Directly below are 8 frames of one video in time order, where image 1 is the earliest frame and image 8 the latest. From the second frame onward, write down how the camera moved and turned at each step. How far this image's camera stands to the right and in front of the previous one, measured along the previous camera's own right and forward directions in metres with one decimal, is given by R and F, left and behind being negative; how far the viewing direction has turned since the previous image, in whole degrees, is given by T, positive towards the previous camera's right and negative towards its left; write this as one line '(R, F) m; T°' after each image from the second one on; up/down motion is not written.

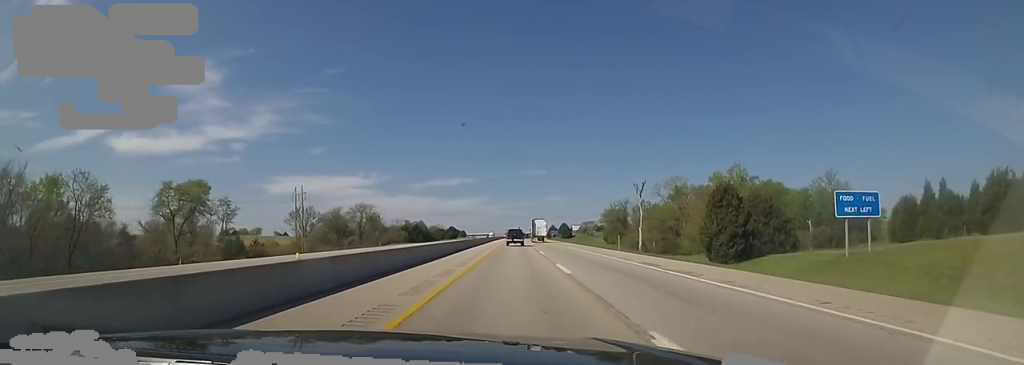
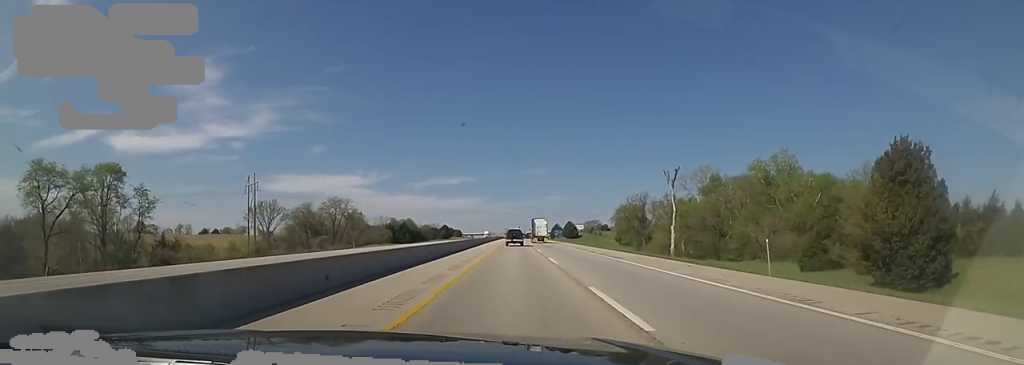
(-0.1, +24.9) m; -1°
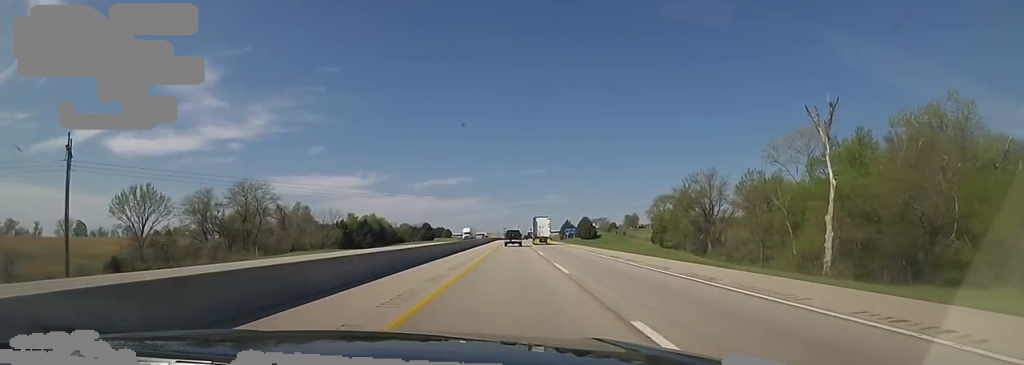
(-0.4, +50.1) m; +1°
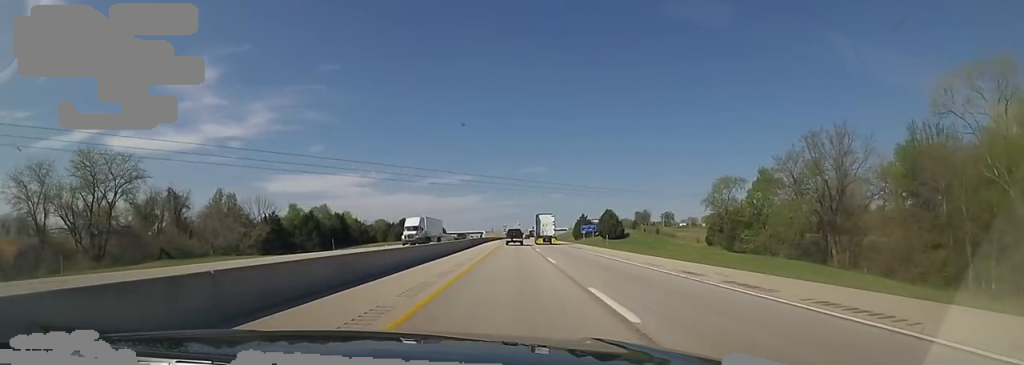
(+0.7, +39.9) m; 0°
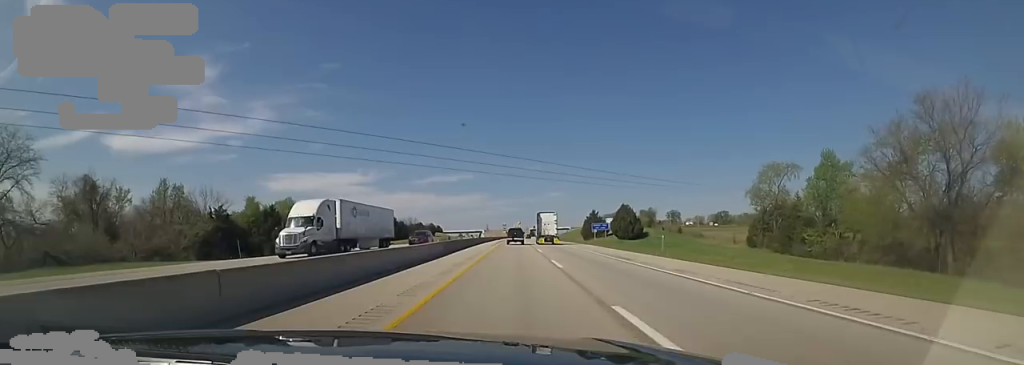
(-0.2, +18.3) m; 0°
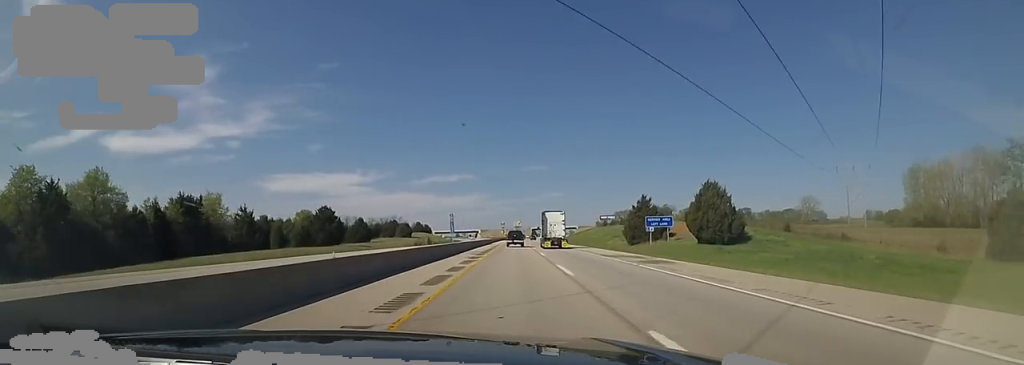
(+0.2, +47.9) m; 0°
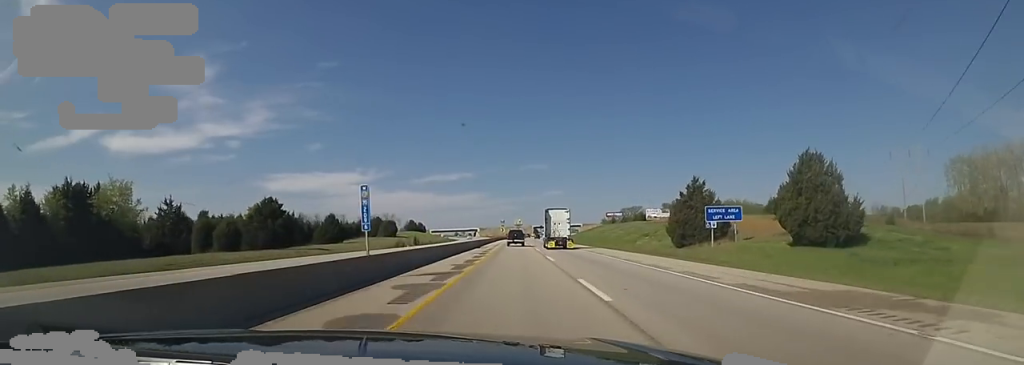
(-0.2, +21.8) m; -1°
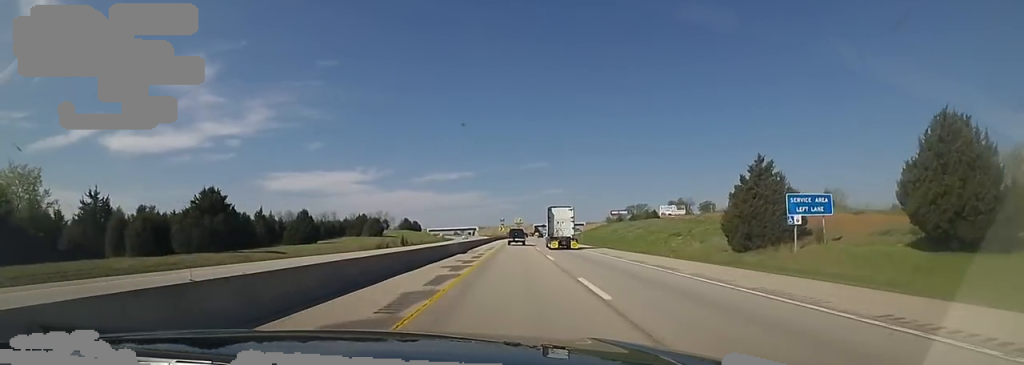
(+0.1, +14.9) m; -1°
